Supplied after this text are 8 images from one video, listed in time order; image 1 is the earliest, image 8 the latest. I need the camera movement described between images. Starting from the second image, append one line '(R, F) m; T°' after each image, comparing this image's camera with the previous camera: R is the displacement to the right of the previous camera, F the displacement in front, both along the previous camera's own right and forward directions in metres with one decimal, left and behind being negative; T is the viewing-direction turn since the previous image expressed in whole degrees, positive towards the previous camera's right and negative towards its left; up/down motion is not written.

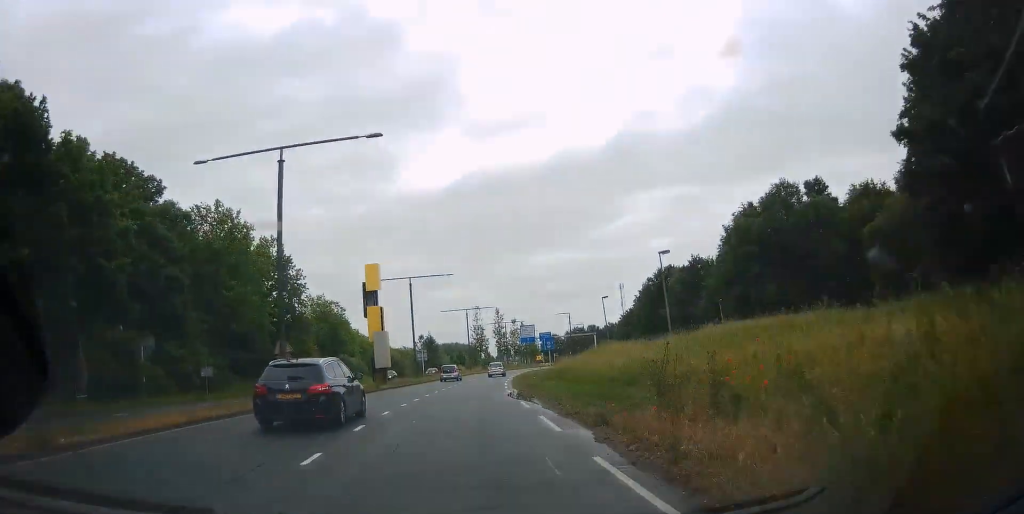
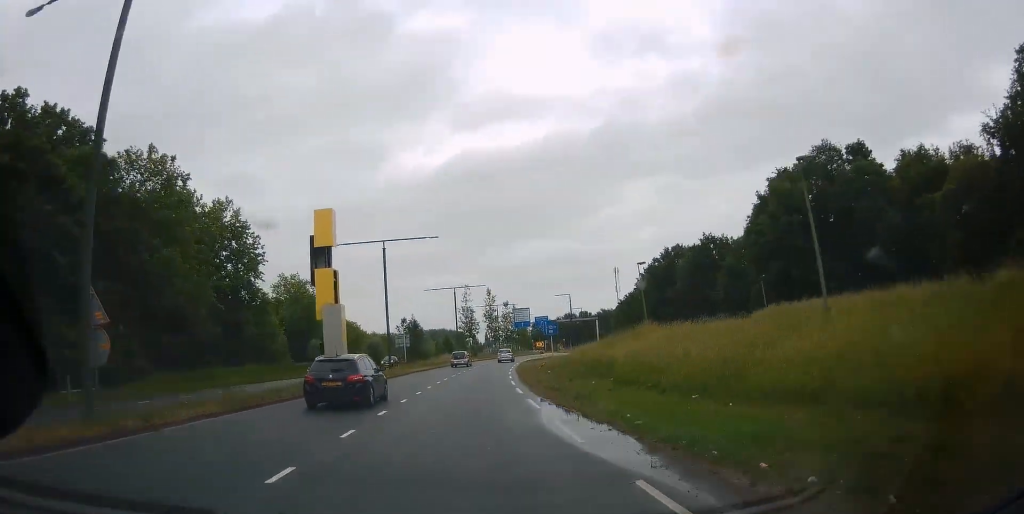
(0.0, +13.1) m; 0°
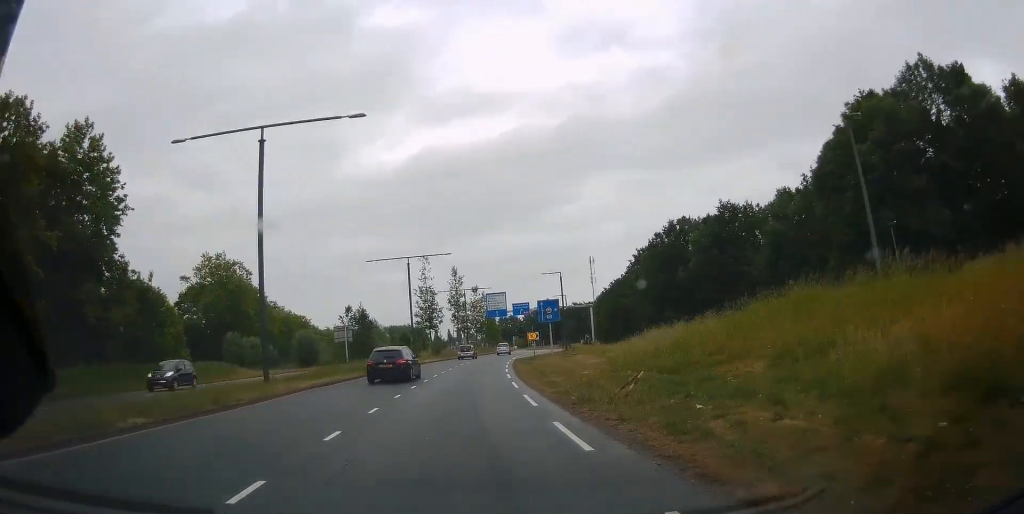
(-0.2, +24.7) m; 0°
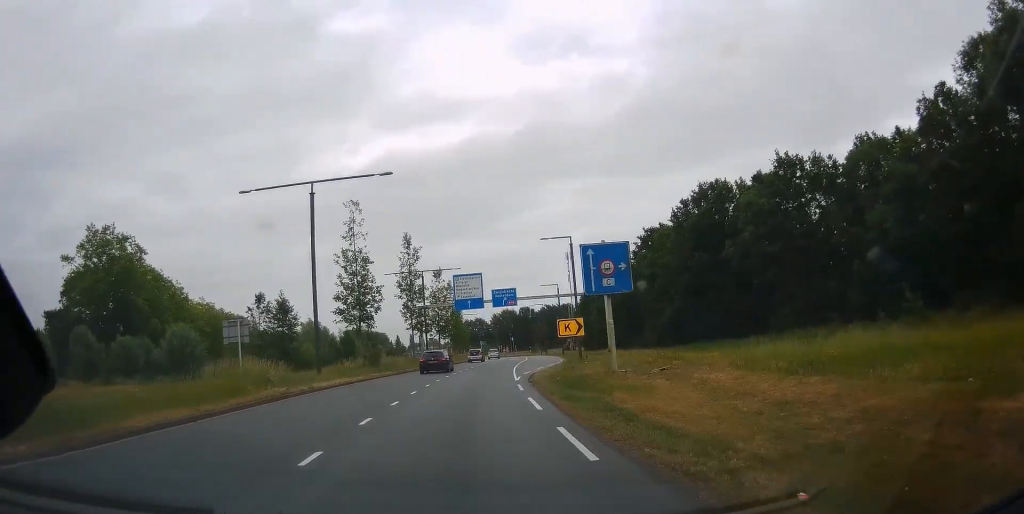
(+0.6, +30.1) m; +4°
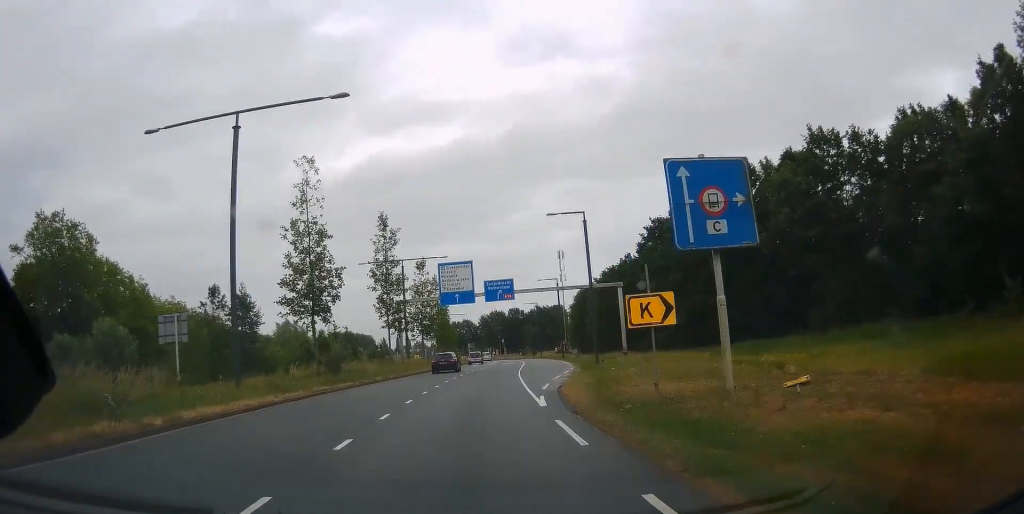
(+0.3, +10.7) m; +2°
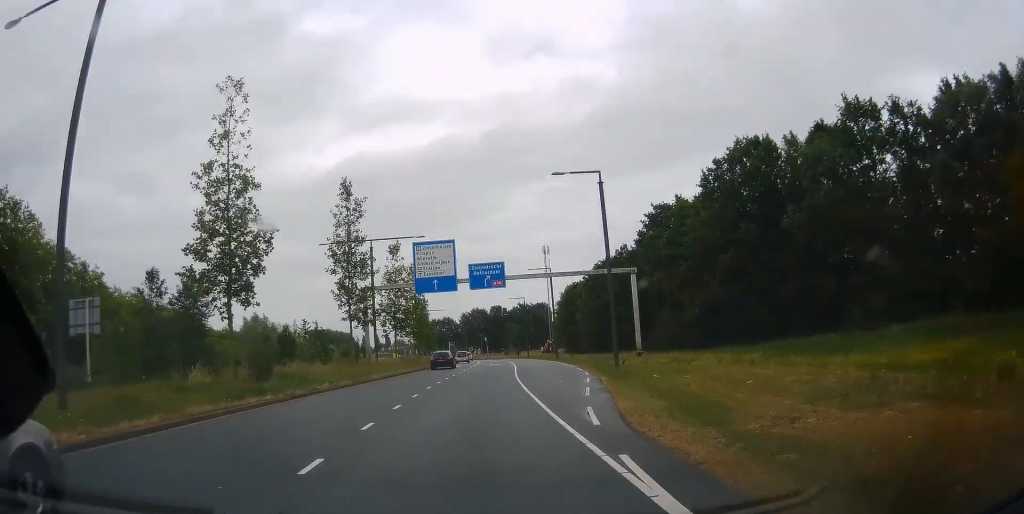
(+0.2, +10.6) m; +2°
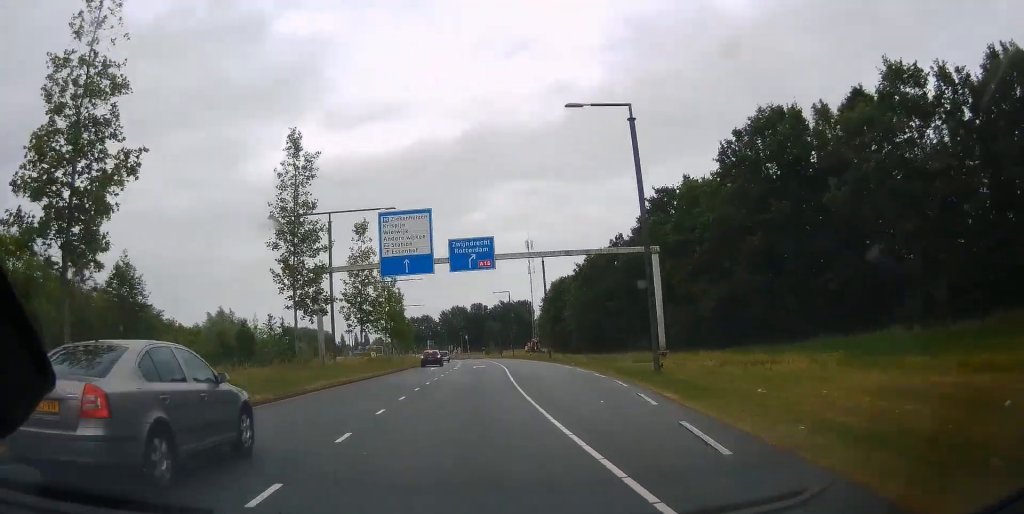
(+0.1, +9.5) m; +2°
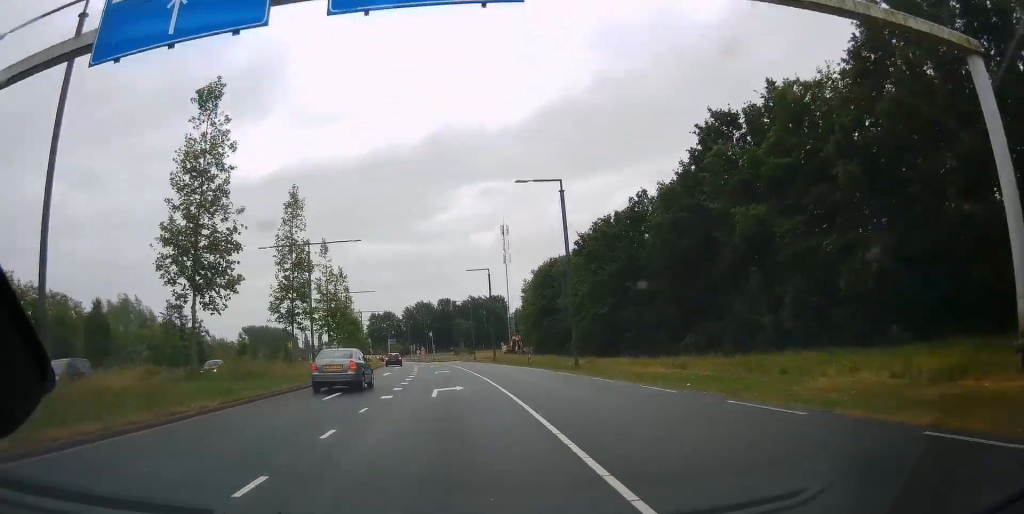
(+1.3, +29.3) m; +3°
